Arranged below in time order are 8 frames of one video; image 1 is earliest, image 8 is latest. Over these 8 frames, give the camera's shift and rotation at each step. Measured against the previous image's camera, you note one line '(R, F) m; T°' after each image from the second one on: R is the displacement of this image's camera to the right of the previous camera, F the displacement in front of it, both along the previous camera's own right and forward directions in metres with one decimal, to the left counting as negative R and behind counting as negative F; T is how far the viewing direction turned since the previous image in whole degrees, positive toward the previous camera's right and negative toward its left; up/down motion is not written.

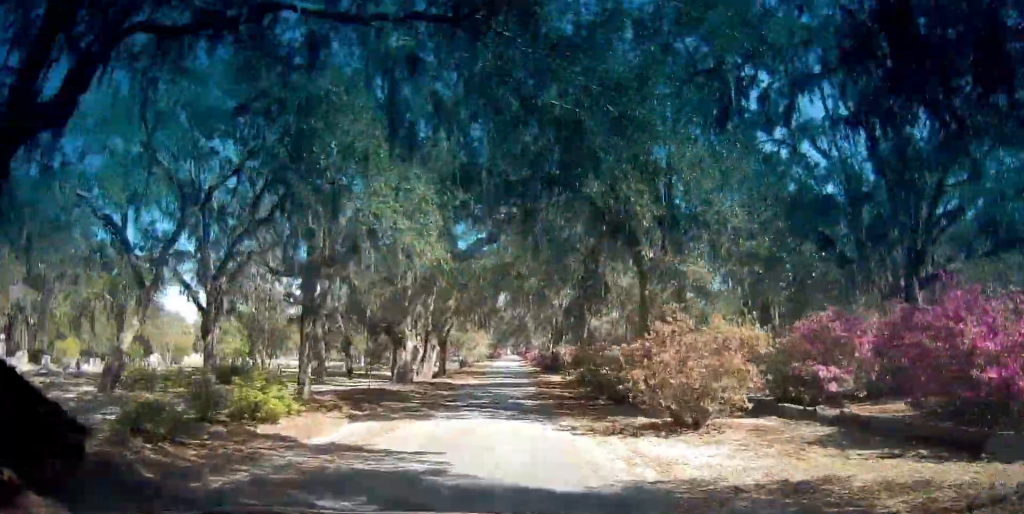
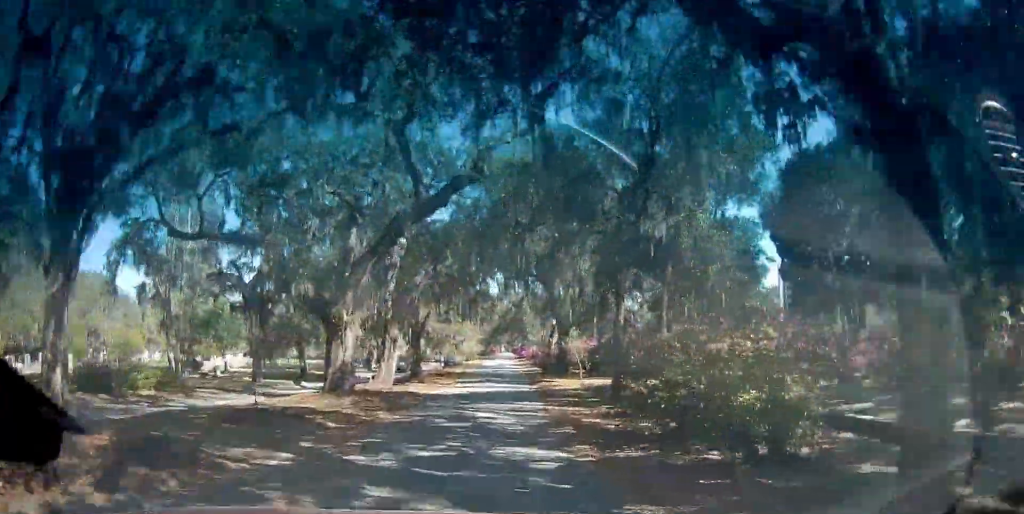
(0.0, +12.5) m; 0°
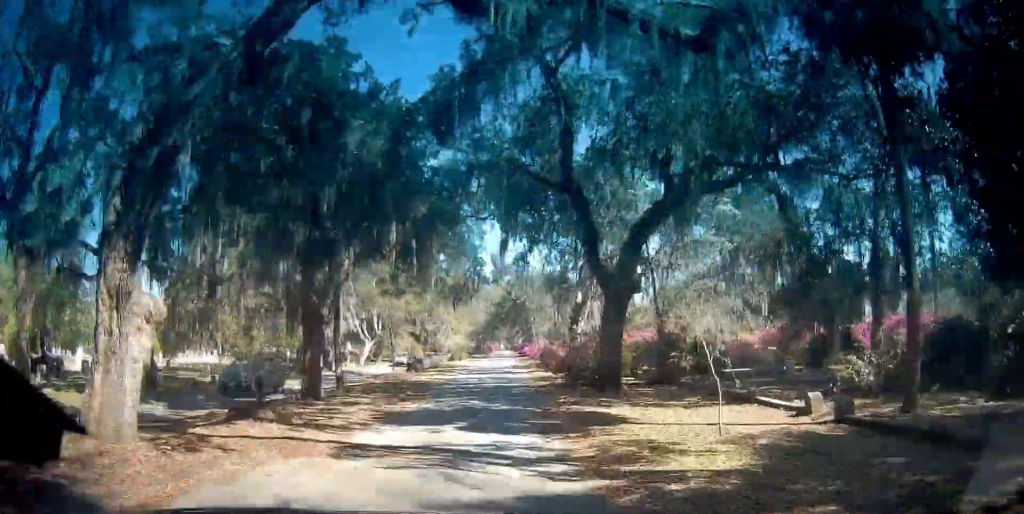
(-0.1, +19.5) m; -1°
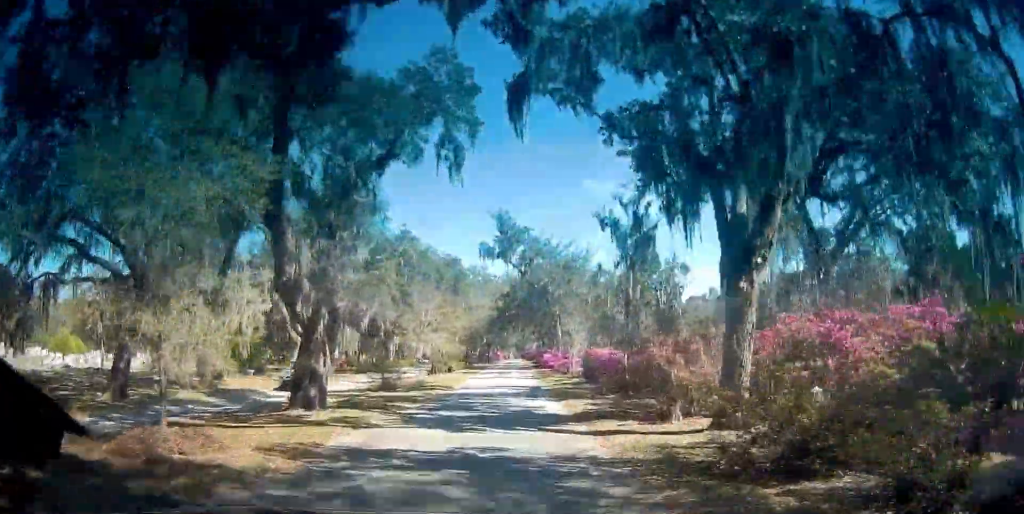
(-0.1, +22.0) m; 0°
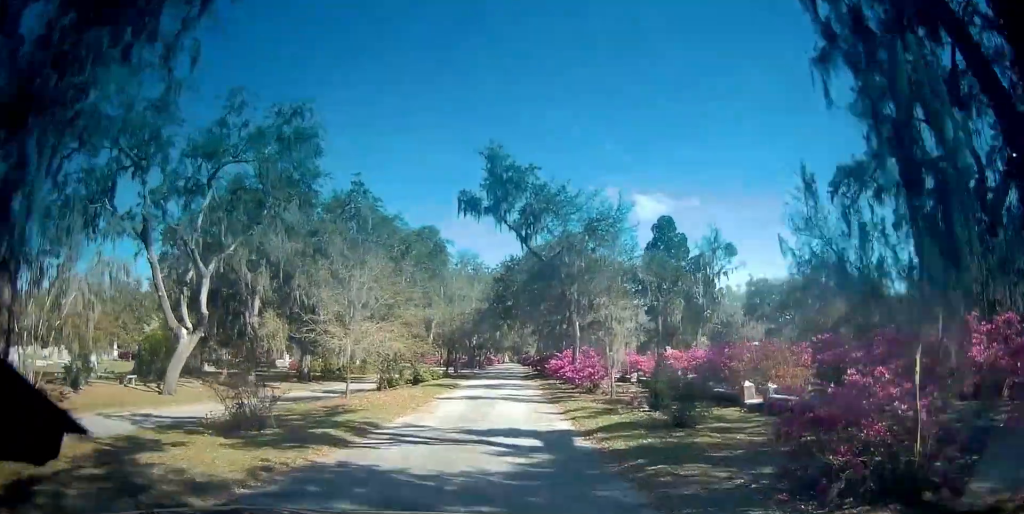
(+0.1, +14.8) m; 0°
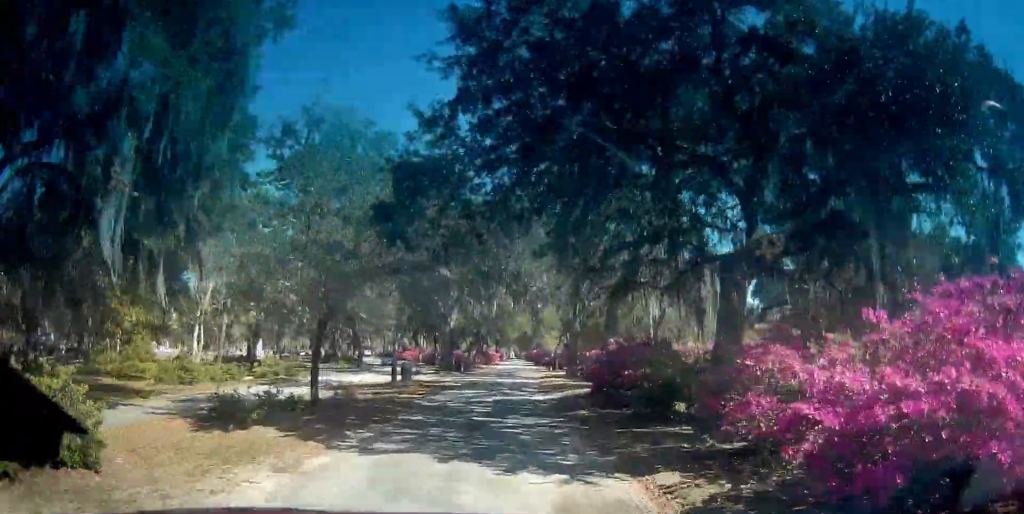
(-0.6, +35.2) m; -1°
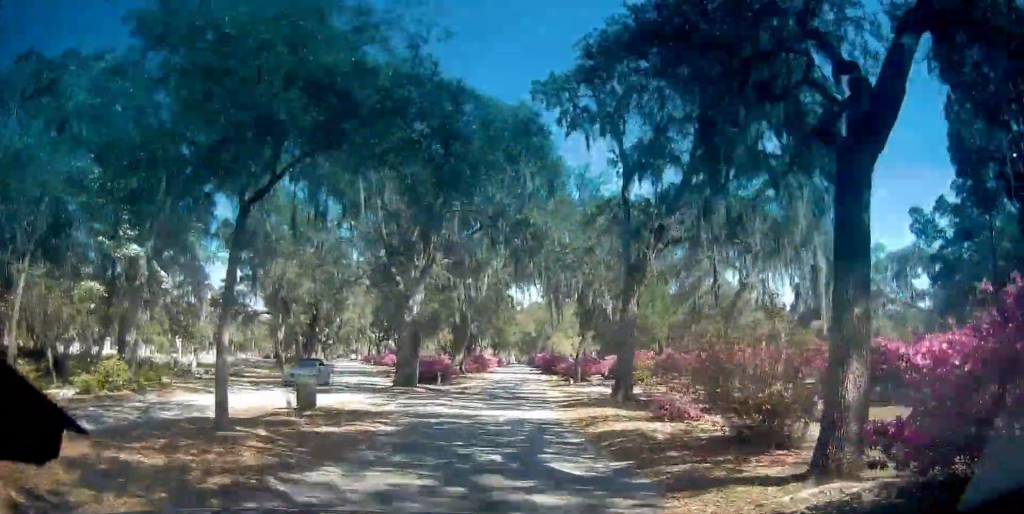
(+0.3, +16.9) m; +1°
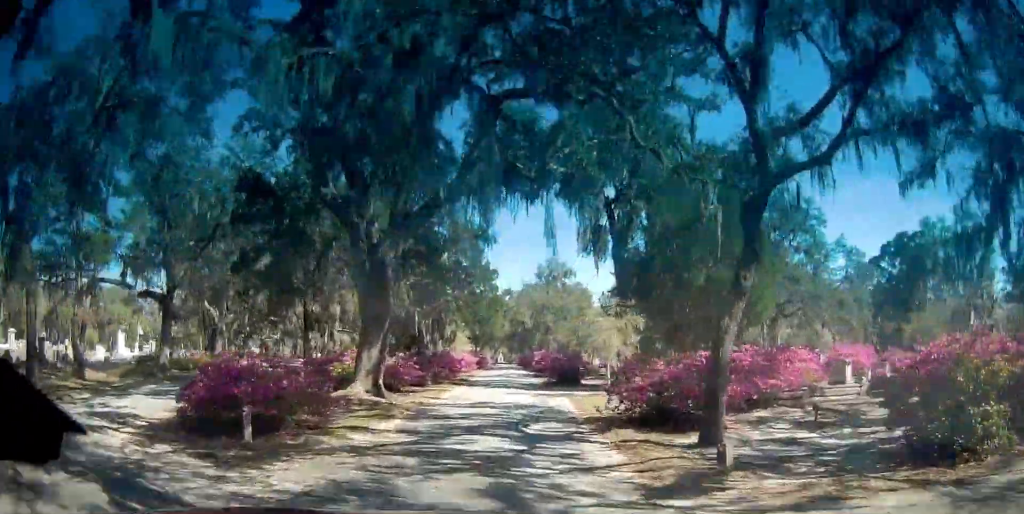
(+0.1, +23.3) m; +1°
